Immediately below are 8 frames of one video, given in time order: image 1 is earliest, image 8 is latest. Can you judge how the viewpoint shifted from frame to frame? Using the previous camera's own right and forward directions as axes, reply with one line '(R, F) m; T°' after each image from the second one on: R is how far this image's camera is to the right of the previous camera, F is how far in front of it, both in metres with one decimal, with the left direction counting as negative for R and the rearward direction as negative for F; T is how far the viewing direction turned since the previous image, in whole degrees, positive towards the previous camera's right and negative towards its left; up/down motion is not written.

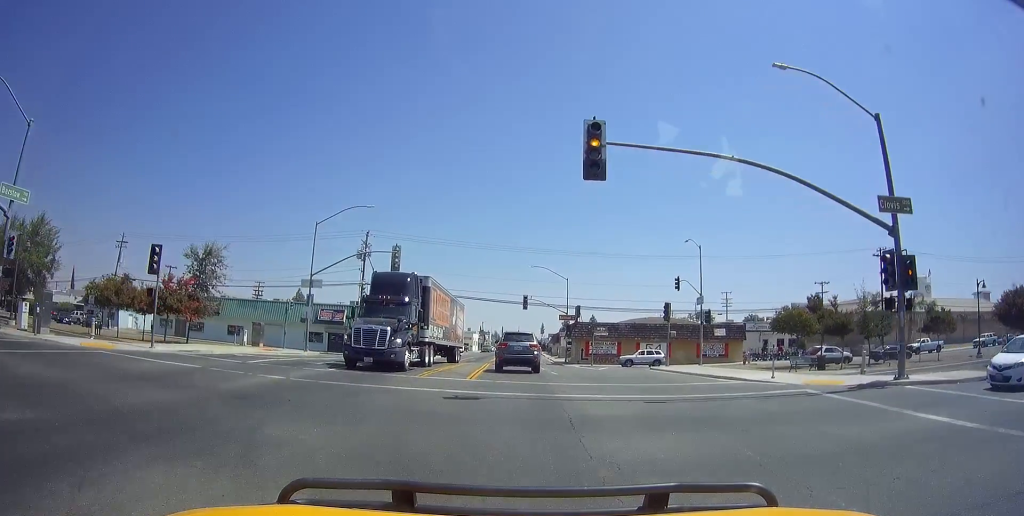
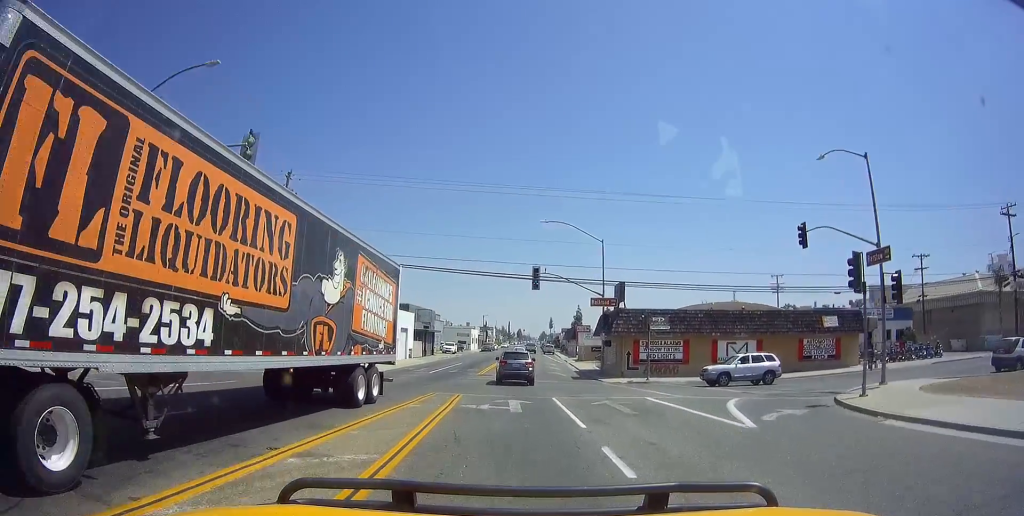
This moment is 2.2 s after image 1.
(-0.3, +21.5) m; -1°
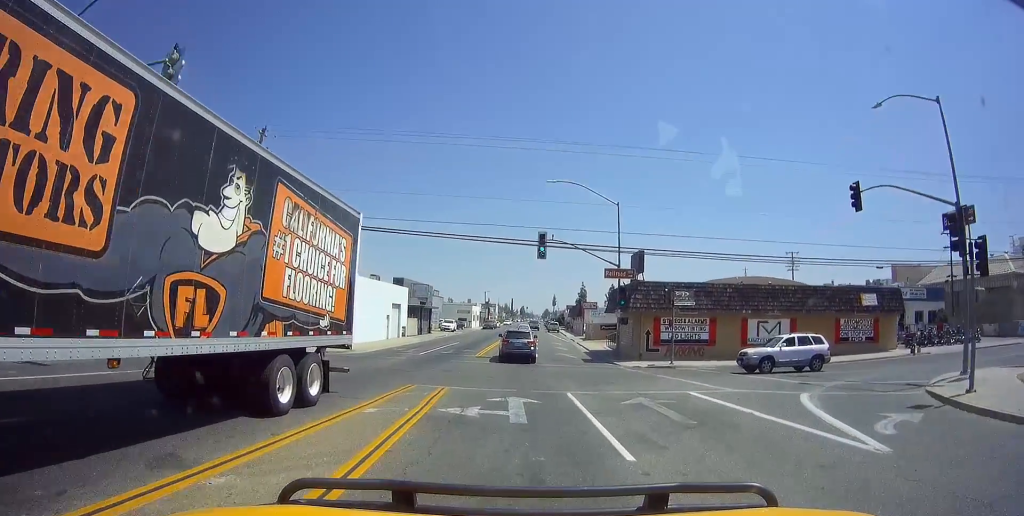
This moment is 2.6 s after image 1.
(+0.1, +4.6) m; -1°
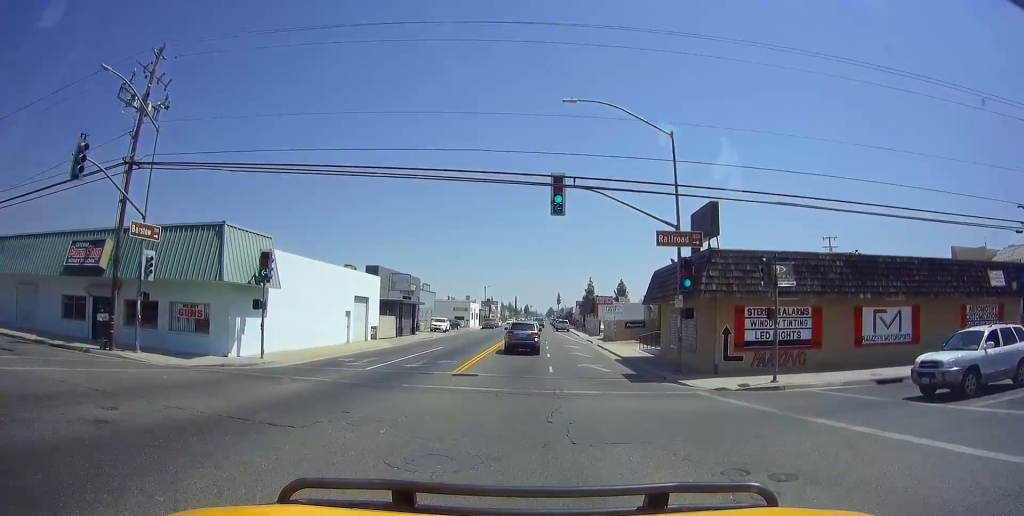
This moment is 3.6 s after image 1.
(-0.4, +11.2) m; -1°
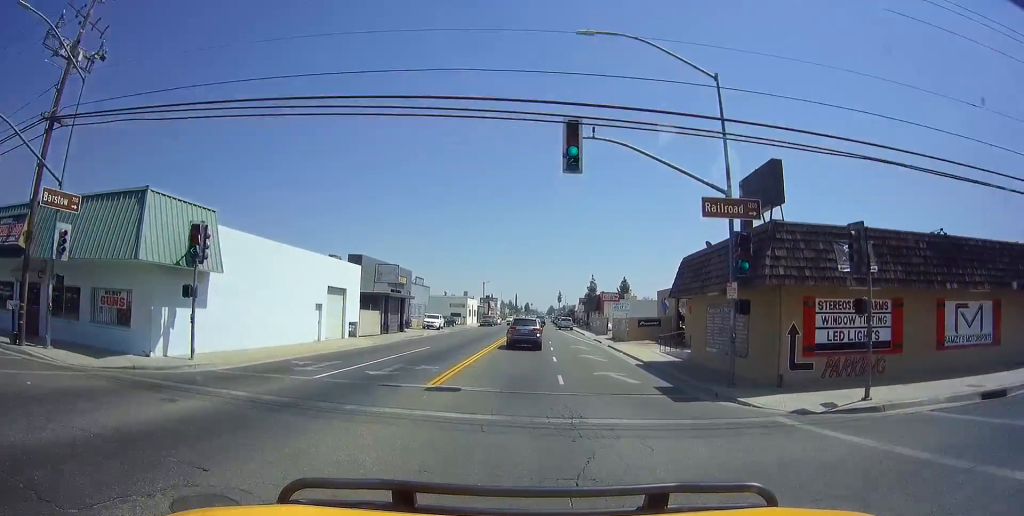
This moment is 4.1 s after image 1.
(+0.1, +4.9) m; 0°
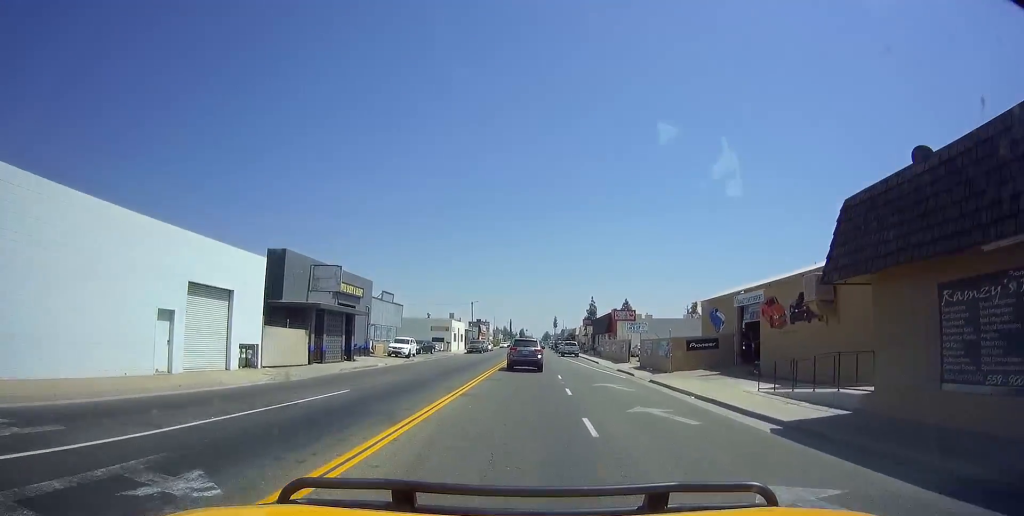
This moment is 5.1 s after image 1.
(+0.2, +12.7) m; +1°
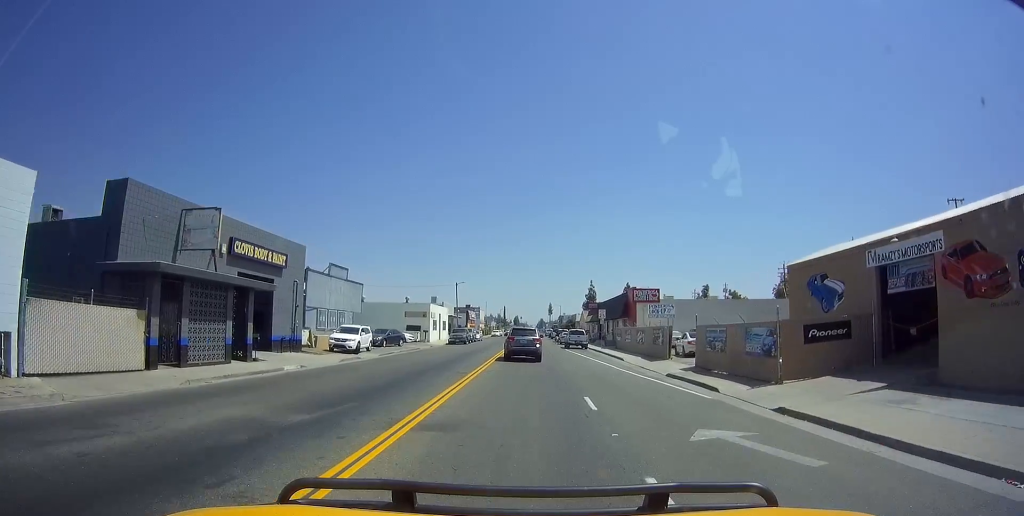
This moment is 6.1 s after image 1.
(0.0, +12.5) m; 0°
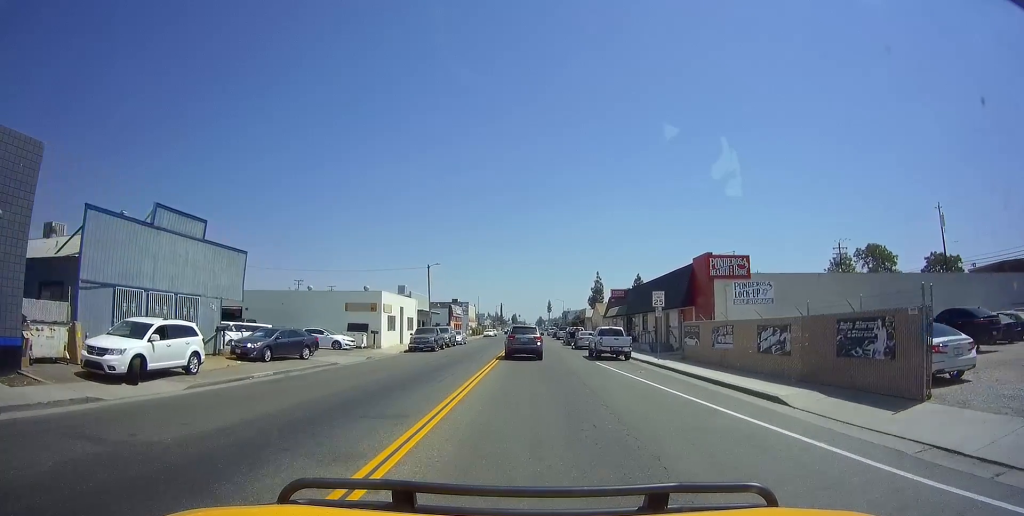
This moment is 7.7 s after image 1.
(-0.1, +19.7) m; +1°
